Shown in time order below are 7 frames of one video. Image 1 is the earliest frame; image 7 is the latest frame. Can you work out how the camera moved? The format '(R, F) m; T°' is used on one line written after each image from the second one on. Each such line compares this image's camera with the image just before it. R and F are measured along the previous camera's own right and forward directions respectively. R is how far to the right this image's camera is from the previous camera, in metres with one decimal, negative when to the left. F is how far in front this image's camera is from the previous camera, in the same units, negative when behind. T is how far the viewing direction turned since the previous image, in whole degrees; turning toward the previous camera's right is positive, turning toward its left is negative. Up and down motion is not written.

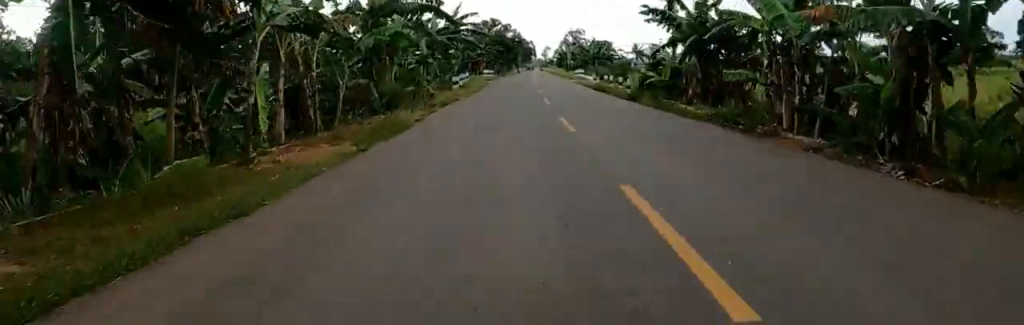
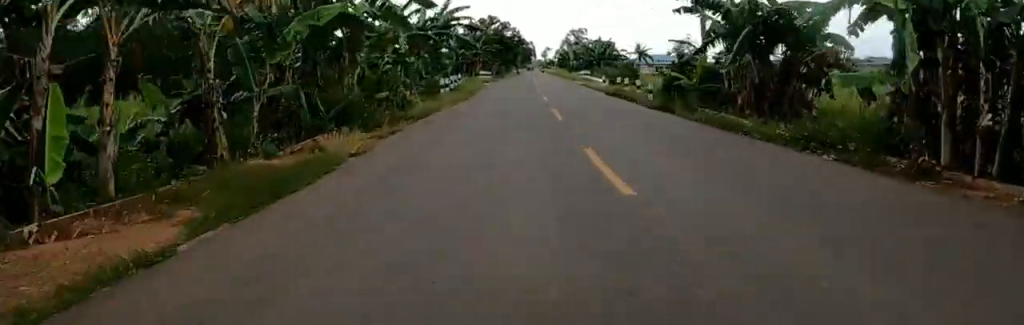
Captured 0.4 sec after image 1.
(+0.6, +5.0) m; +2°
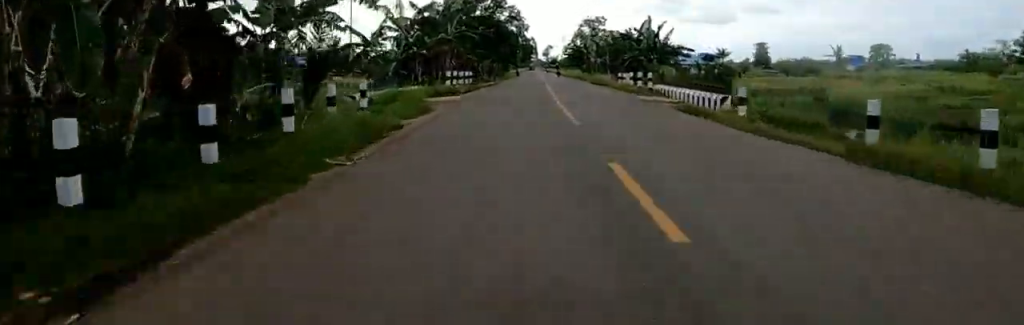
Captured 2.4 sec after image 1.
(-3.1, +24.9) m; -9°
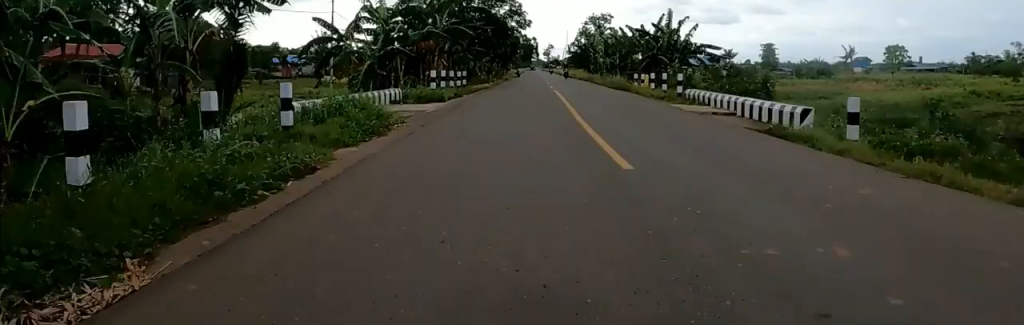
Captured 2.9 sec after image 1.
(+0.2, +5.4) m; +1°
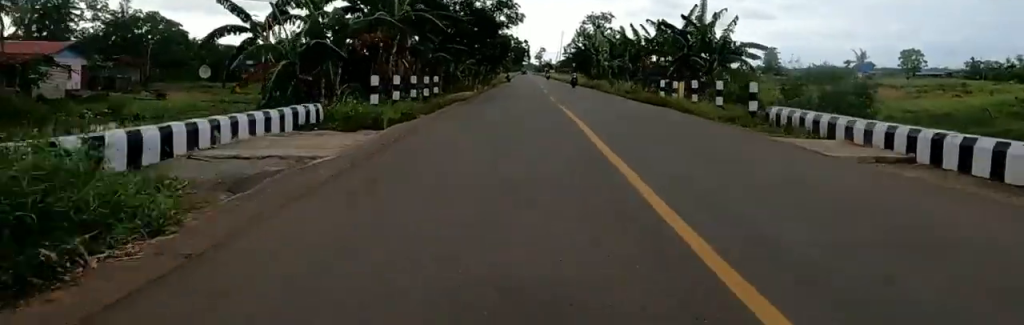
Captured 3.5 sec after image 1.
(+0.5, +8.4) m; +3°
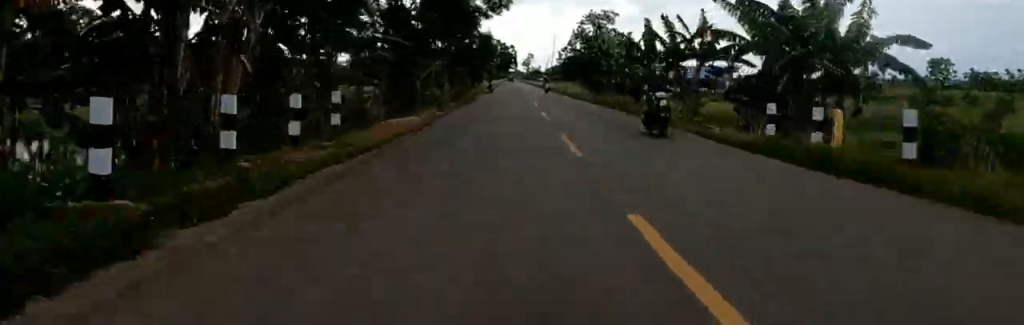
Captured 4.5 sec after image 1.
(+0.1, +12.4) m; 0°
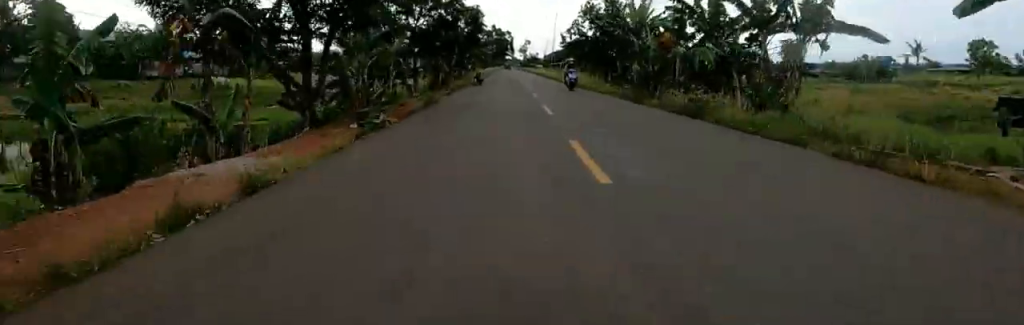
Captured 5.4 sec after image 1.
(0.0, +11.7) m; 0°
